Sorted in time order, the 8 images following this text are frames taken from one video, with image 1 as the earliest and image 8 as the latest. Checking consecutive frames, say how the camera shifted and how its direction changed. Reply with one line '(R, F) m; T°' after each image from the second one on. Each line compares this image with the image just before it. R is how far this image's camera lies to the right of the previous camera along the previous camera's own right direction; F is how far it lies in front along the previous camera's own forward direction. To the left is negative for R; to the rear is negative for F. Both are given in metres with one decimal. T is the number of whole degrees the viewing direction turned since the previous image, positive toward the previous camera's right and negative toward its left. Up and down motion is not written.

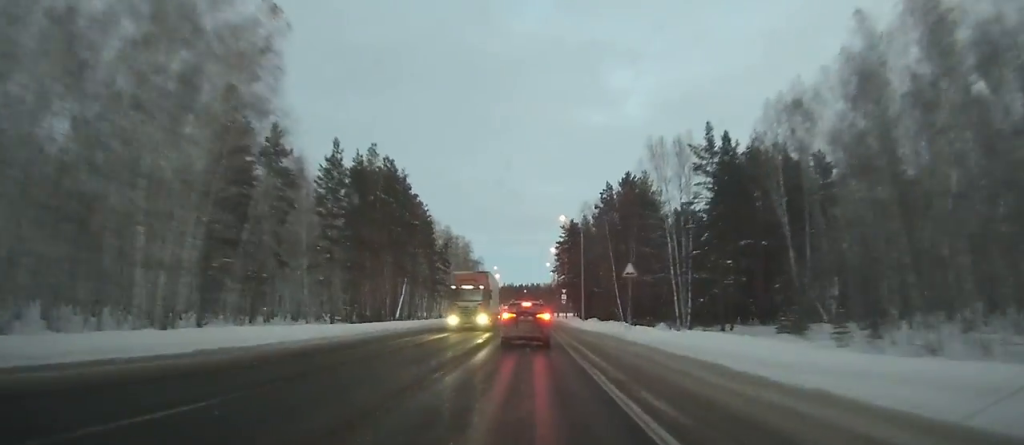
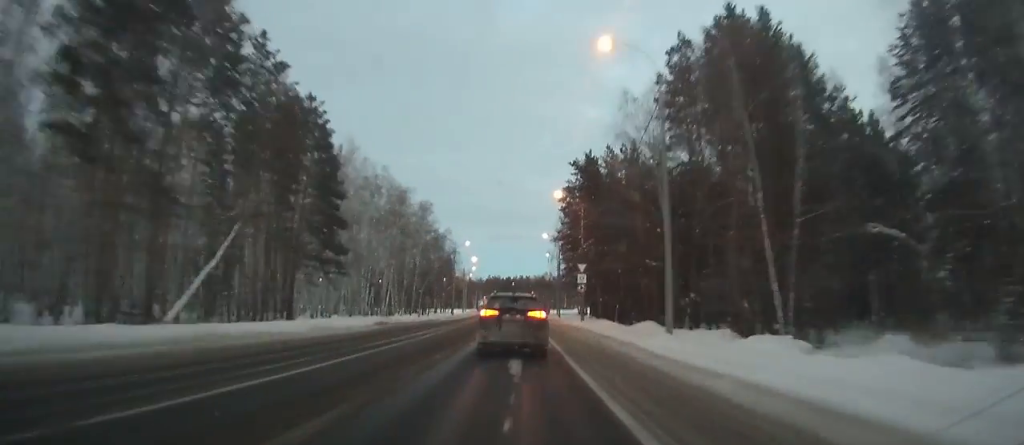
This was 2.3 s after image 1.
(+0.1, +40.0) m; 0°
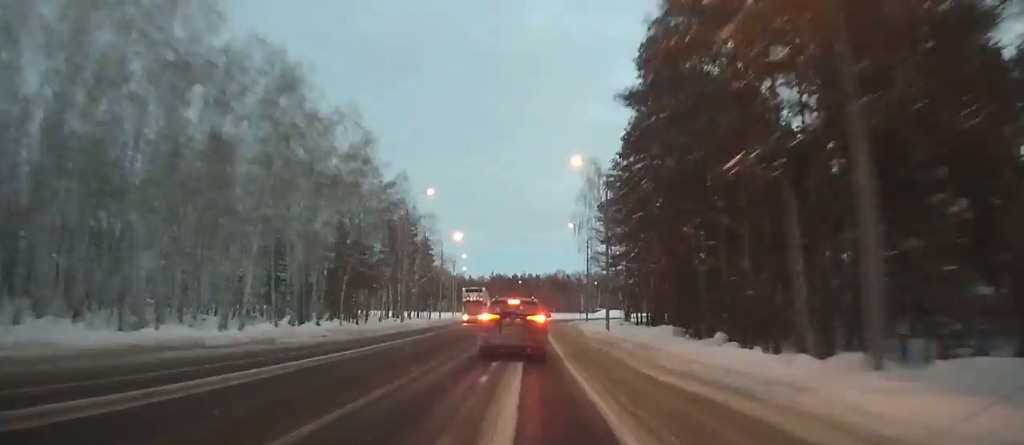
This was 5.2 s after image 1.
(+0.1, +46.2) m; 0°
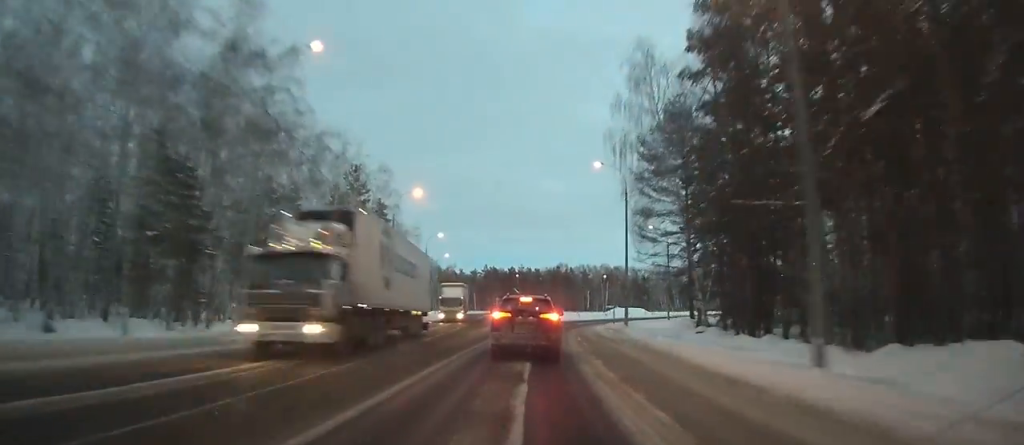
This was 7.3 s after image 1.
(-0.1, +30.3) m; +1°
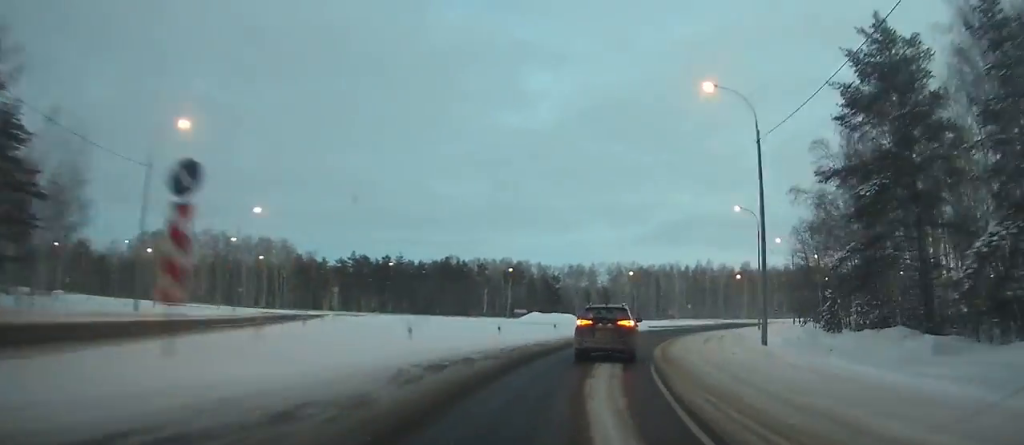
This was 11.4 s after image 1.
(+2.1, +54.1) m; +12°
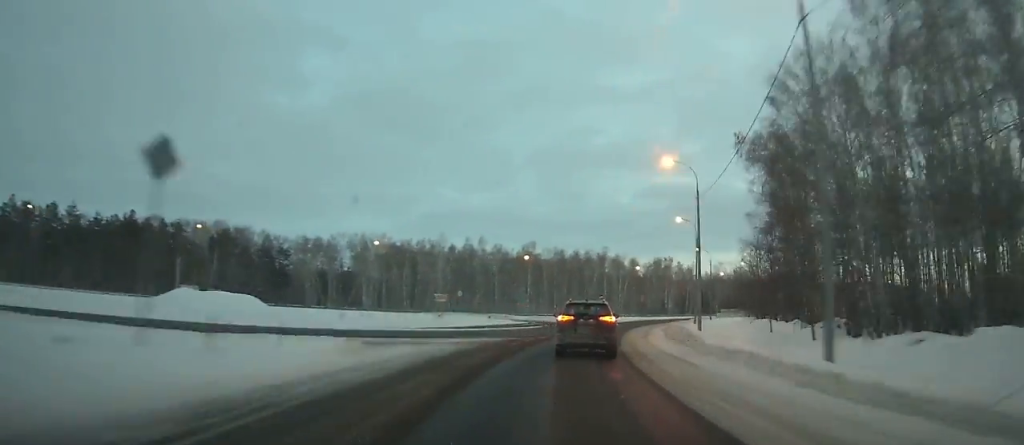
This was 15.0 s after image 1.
(+7.2, +44.9) m; +20°
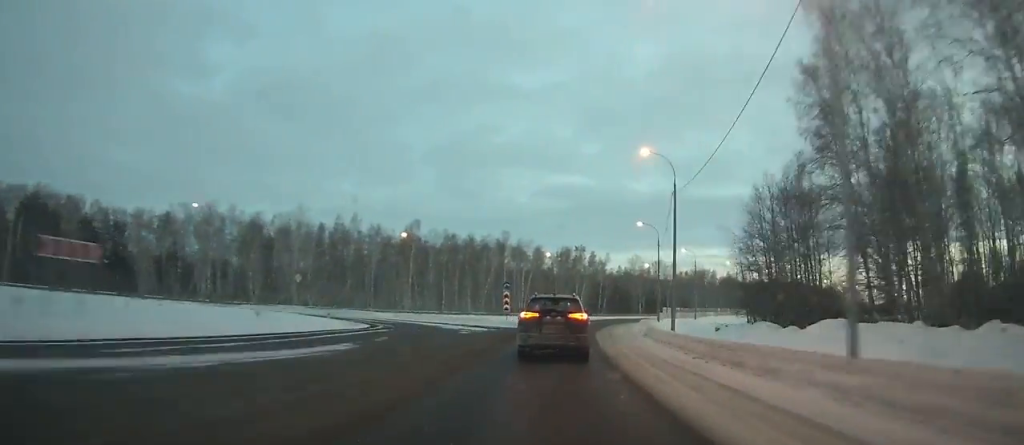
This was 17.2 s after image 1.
(+3.7, +28.7) m; +9°
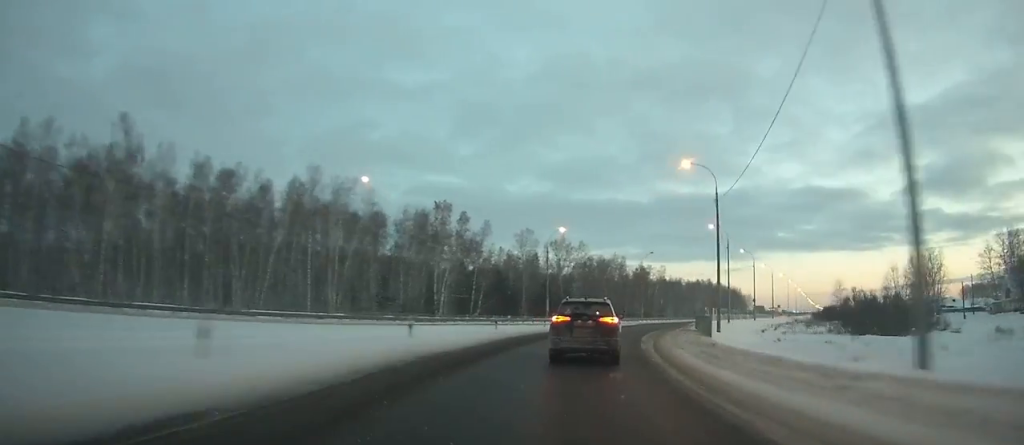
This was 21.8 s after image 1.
(+9.3, +62.7) m; +17°
